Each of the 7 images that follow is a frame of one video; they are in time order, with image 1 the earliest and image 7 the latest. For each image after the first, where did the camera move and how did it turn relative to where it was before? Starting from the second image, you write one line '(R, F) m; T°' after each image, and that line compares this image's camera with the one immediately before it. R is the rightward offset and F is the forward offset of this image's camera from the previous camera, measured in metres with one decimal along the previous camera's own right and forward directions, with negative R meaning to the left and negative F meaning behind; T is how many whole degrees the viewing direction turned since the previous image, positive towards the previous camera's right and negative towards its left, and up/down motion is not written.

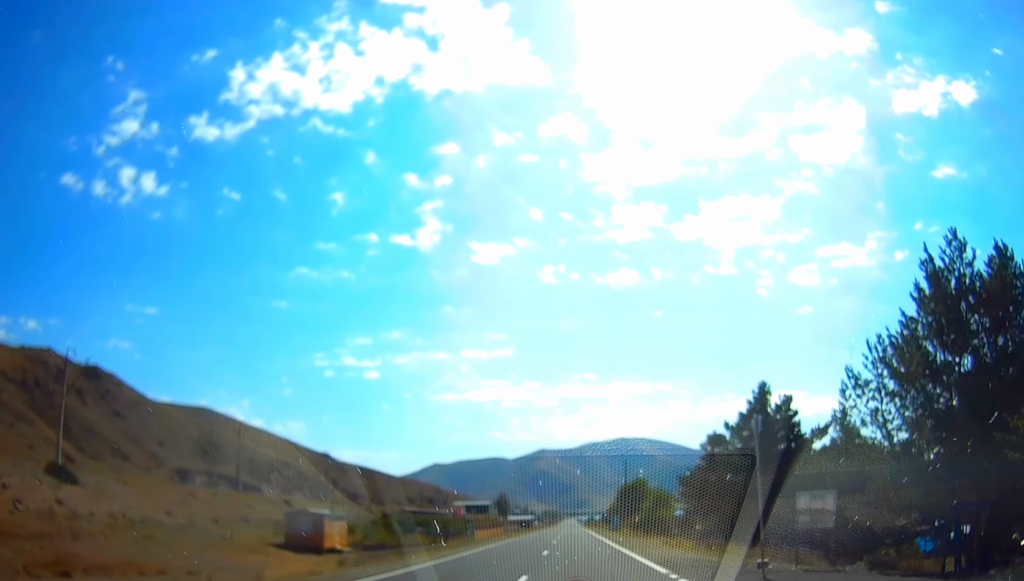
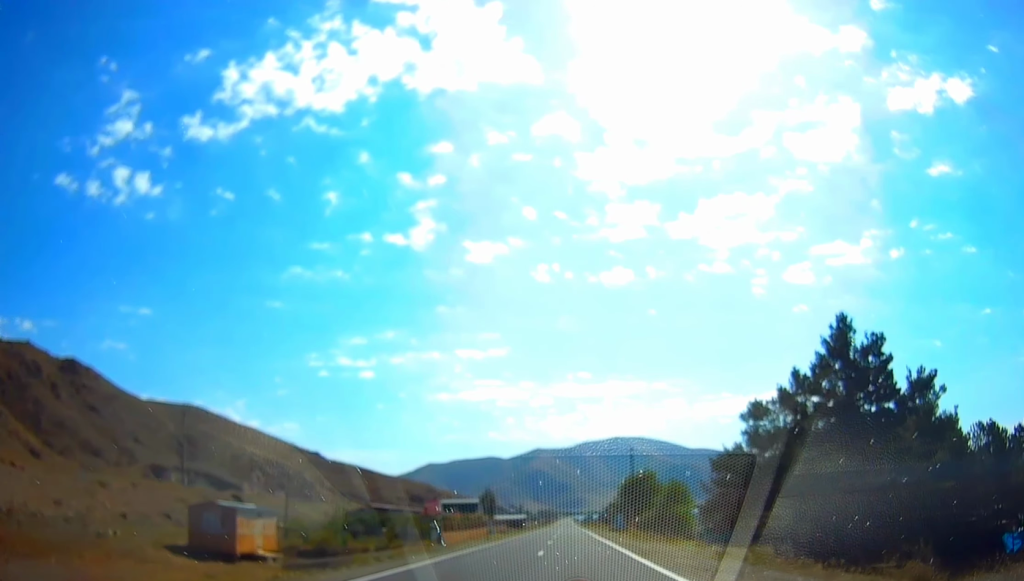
(+0.1, +15.1) m; 0°
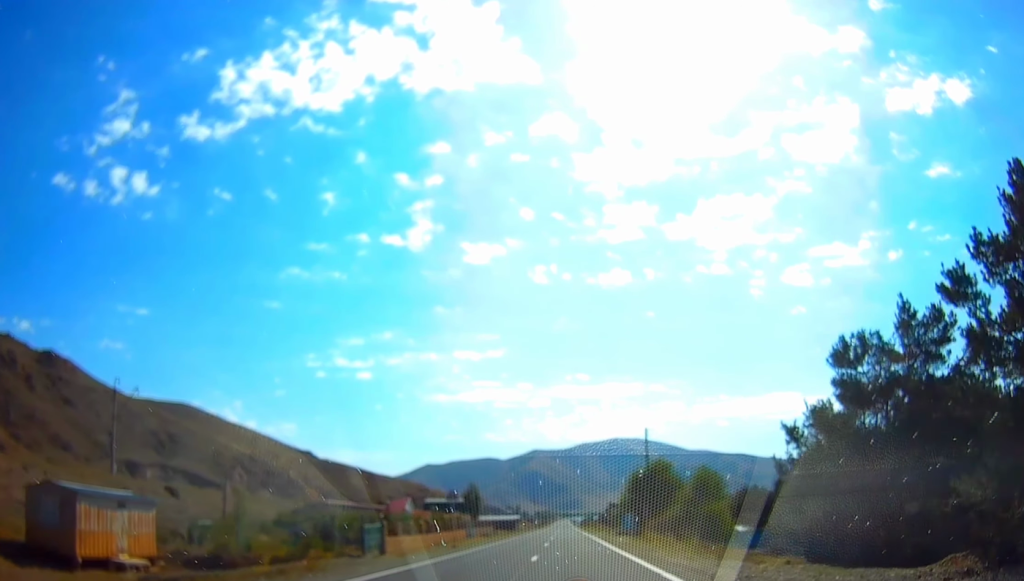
(0.0, +15.6) m; 0°
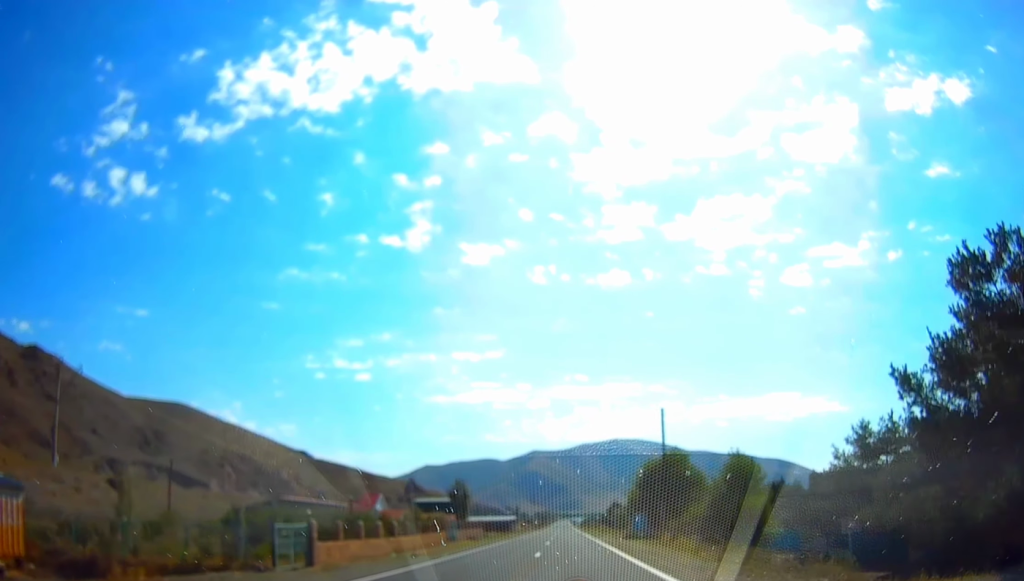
(0.0, +10.6) m; 0°
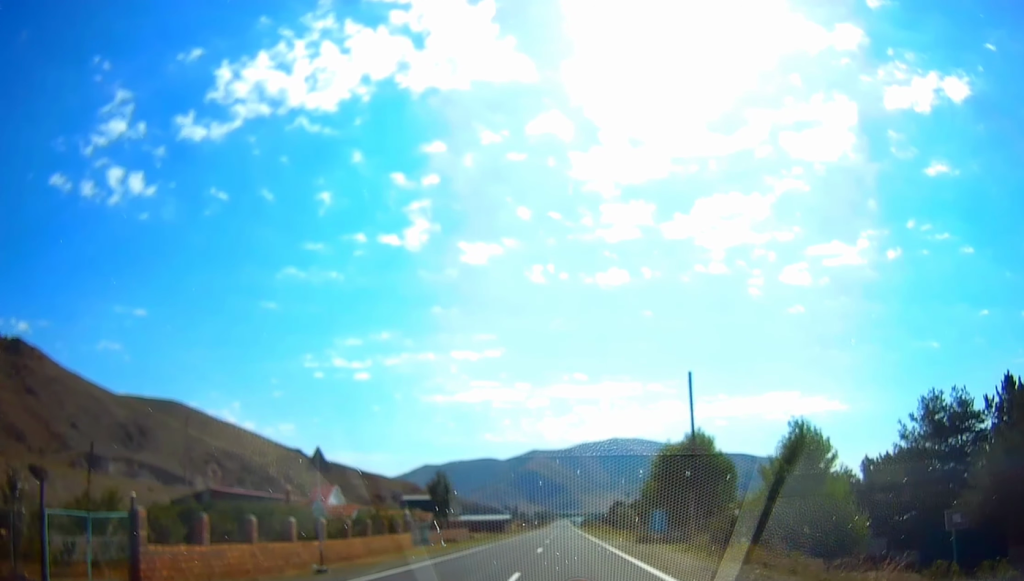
(0.0, +11.8) m; 0°
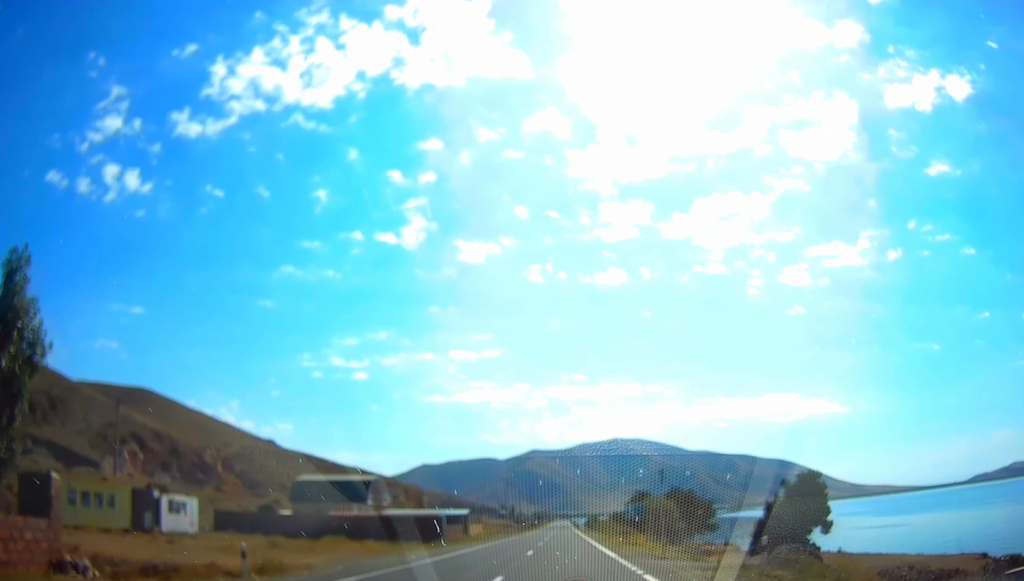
(+1.2, +57.8) m; +1°
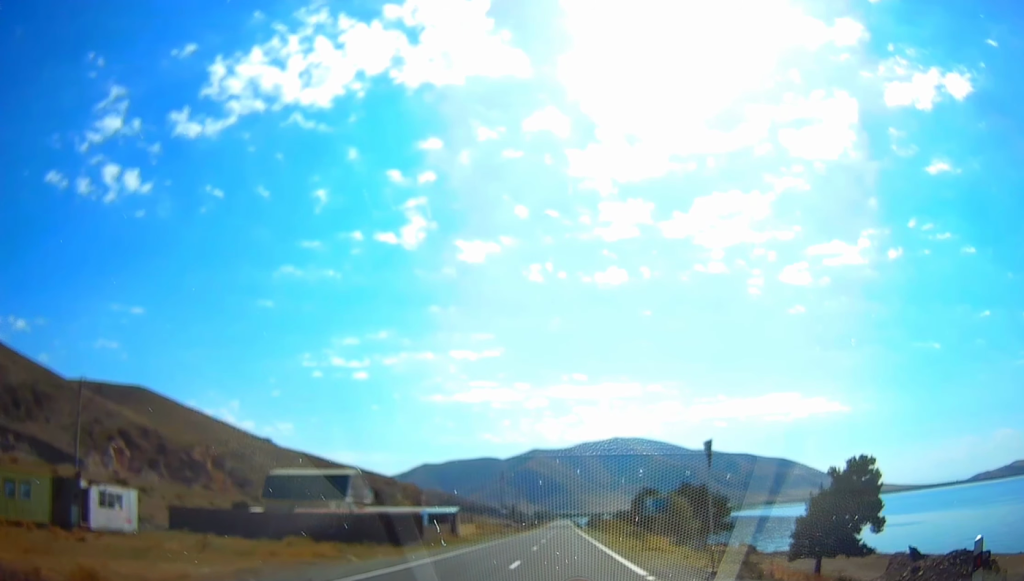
(-0.3, +8.6) m; -1°
